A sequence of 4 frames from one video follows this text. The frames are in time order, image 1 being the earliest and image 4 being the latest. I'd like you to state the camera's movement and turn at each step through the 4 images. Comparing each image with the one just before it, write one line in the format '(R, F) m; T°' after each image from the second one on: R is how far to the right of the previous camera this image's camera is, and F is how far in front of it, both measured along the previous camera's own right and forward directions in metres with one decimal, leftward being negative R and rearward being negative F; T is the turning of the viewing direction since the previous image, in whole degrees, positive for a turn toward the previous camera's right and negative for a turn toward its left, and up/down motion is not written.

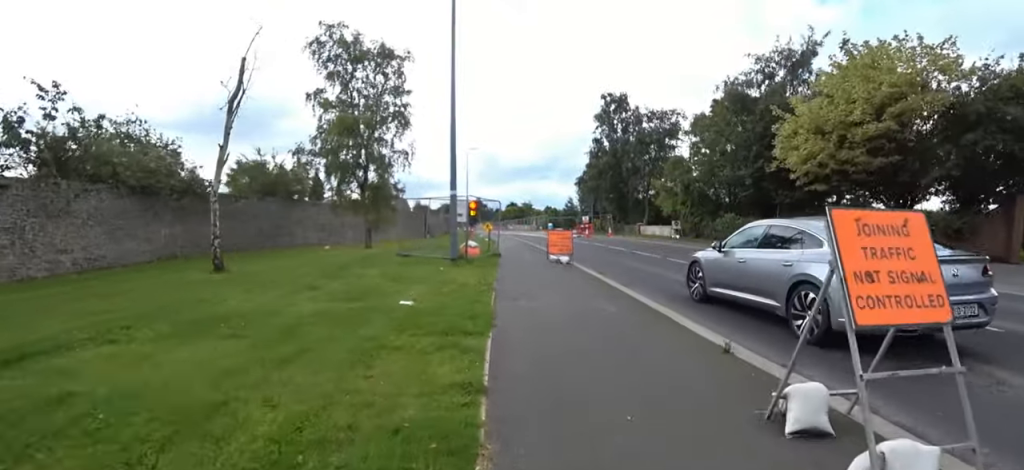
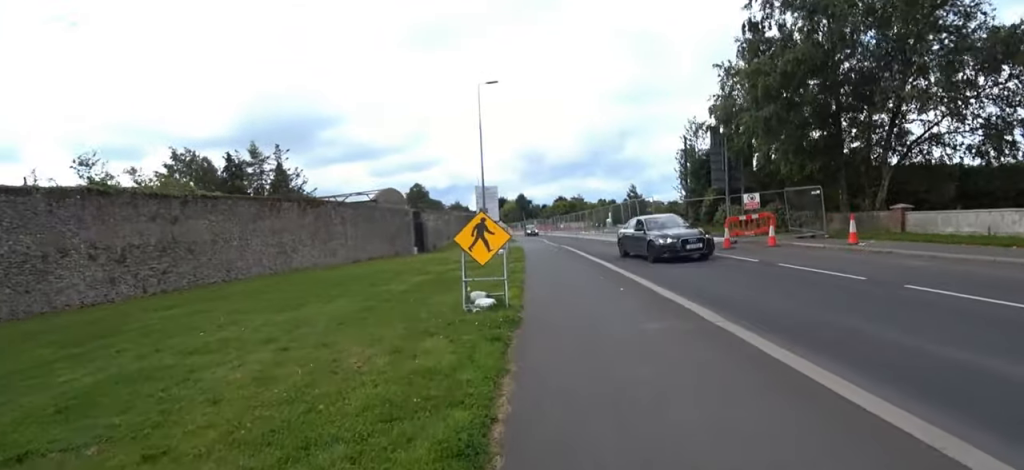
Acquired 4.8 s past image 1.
(+1.6, +25.5) m; +5°
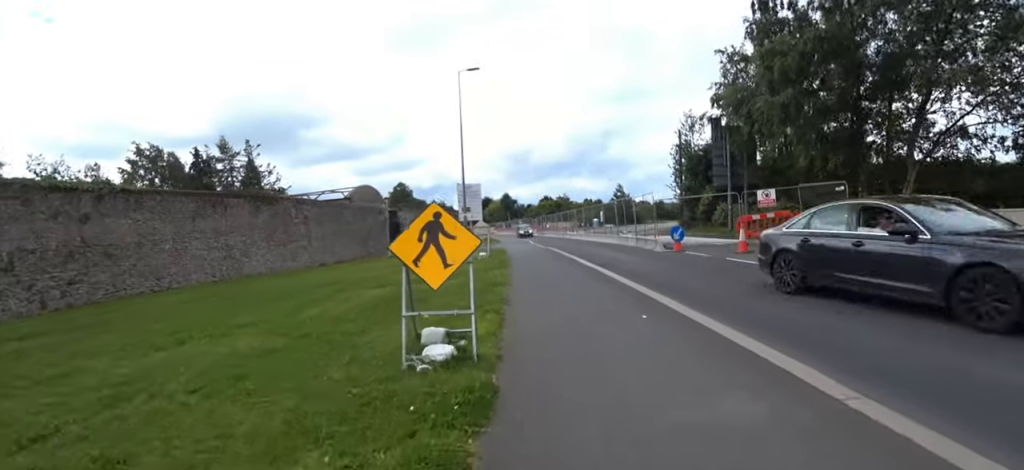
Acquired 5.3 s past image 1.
(+0.2, +2.5) m; 0°
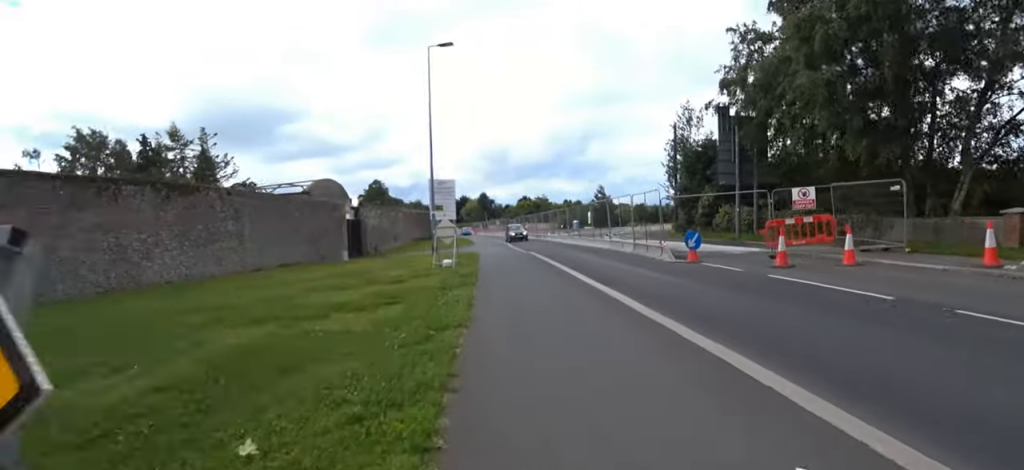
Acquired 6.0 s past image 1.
(-0.3, +3.6) m; -4°
